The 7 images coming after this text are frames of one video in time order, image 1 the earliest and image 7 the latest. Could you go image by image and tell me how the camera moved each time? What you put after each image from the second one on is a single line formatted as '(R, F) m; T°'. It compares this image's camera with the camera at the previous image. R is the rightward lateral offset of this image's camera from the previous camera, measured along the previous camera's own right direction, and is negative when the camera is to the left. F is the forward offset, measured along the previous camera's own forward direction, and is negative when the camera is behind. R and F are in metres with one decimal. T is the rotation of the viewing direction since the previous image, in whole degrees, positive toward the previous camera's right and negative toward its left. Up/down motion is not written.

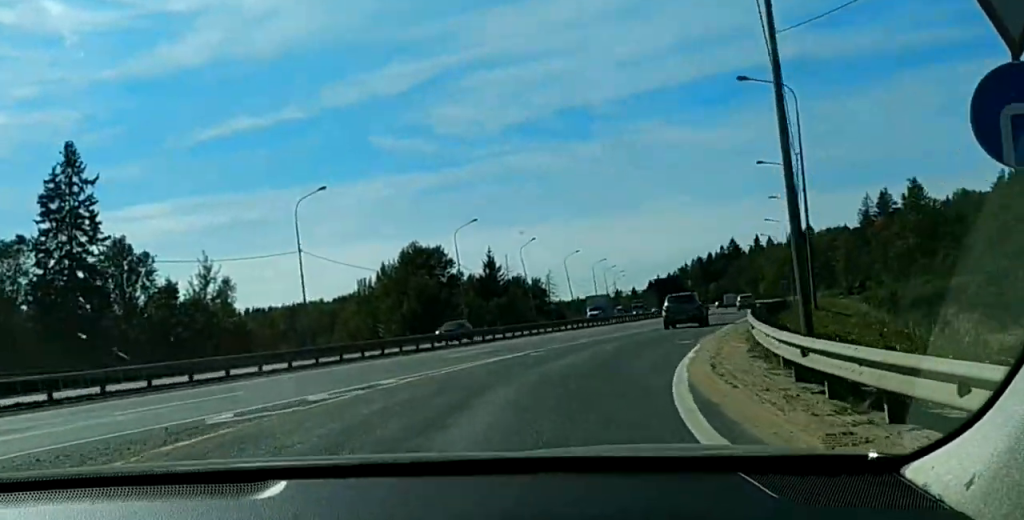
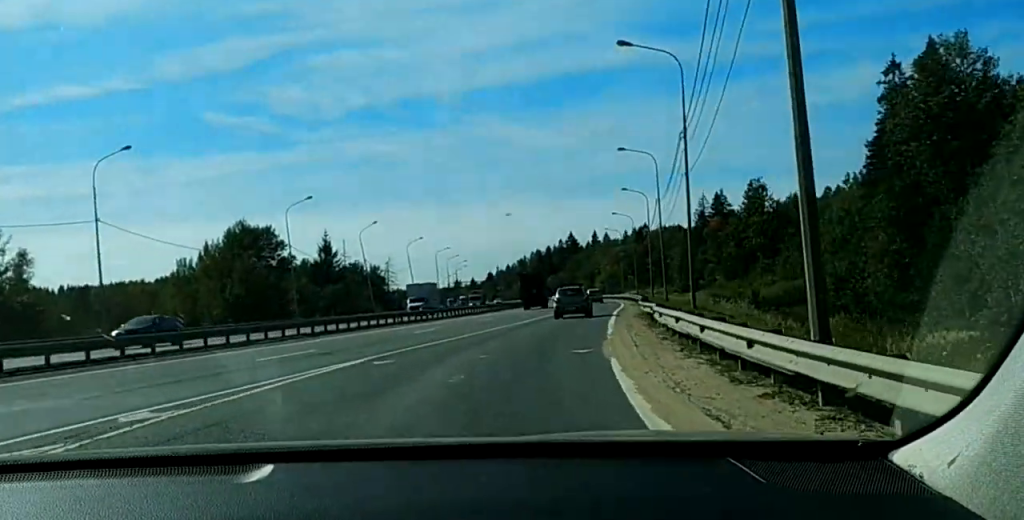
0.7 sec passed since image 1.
(+0.9, +7.1) m; +7°
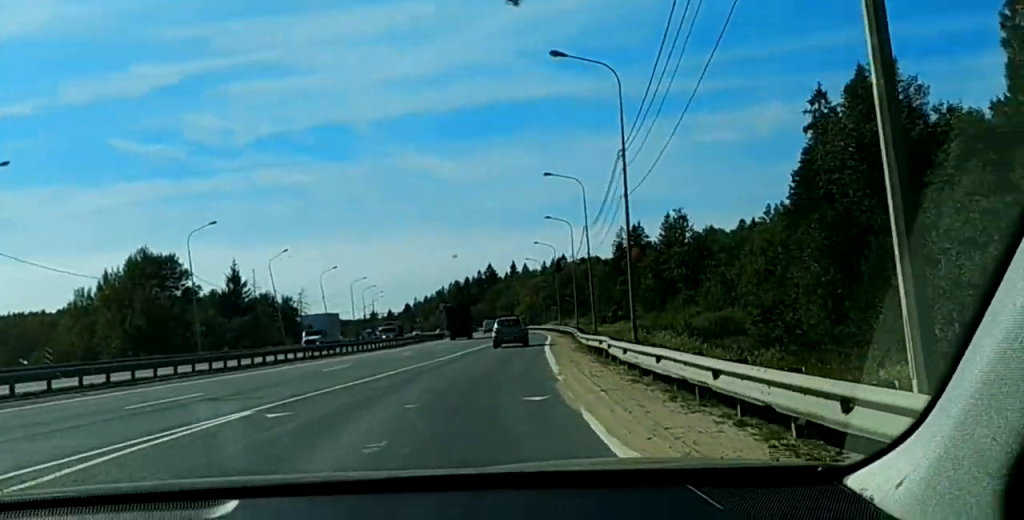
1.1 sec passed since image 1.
(+0.1, +4.0) m; +3°
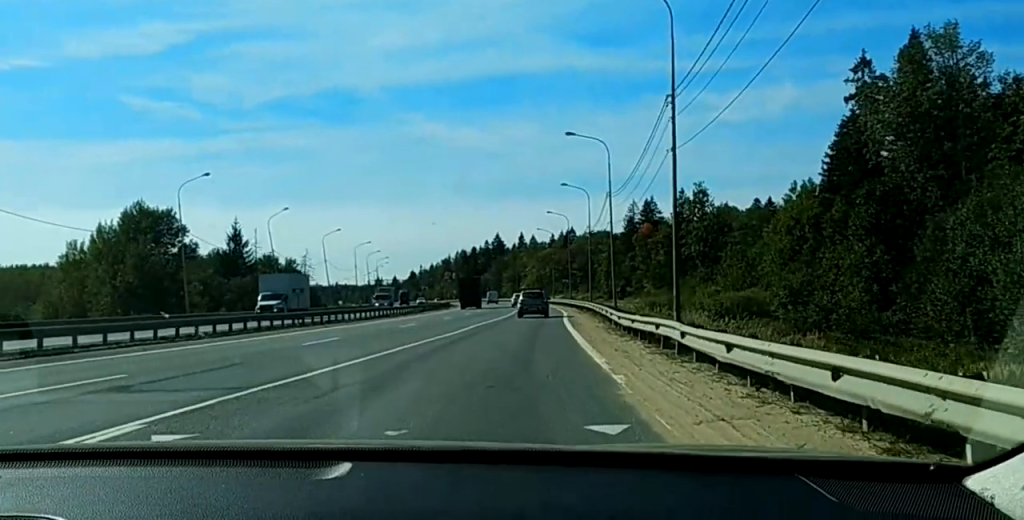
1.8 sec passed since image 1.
(+0.1, +6.5) m; +4°
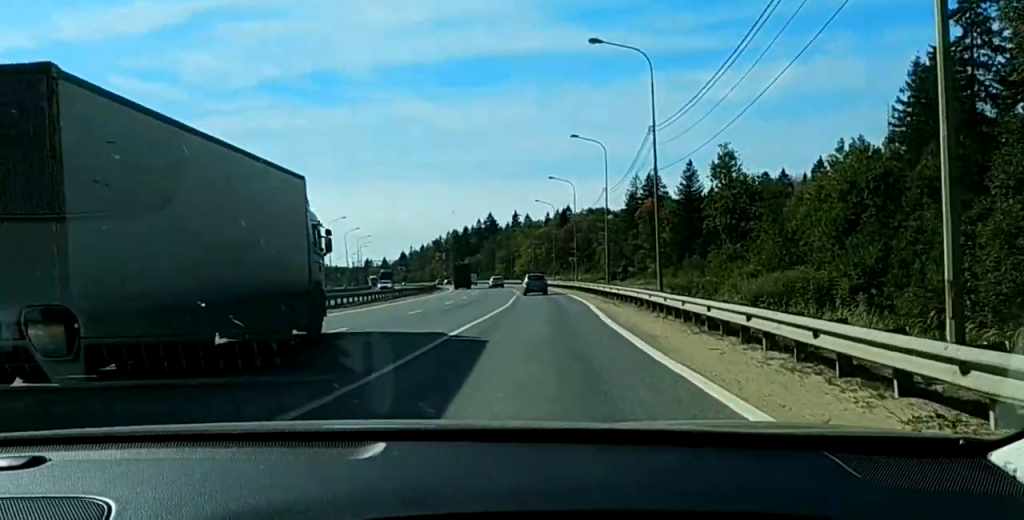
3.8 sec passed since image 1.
(+1.2, +26.7) m; 0°
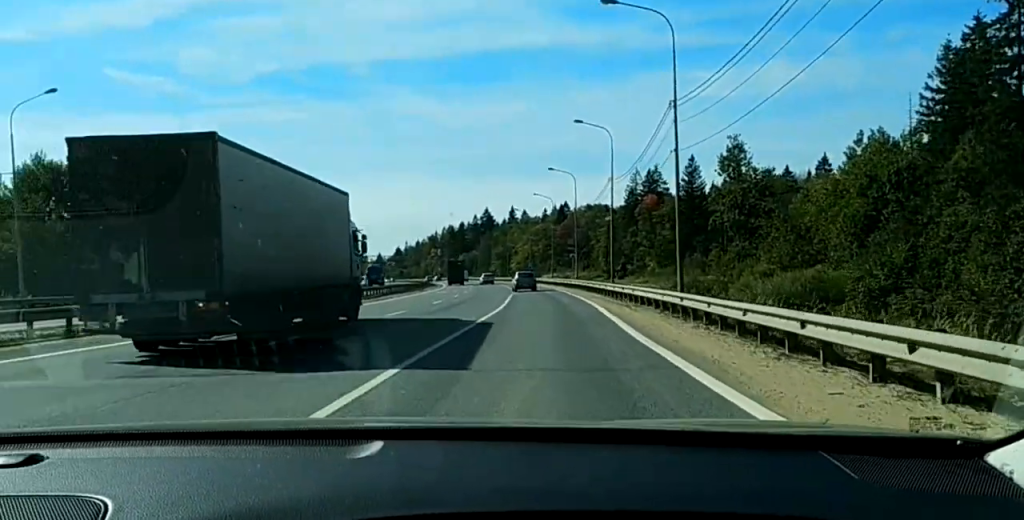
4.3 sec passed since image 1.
(-0.2, +9.8) m; -2°
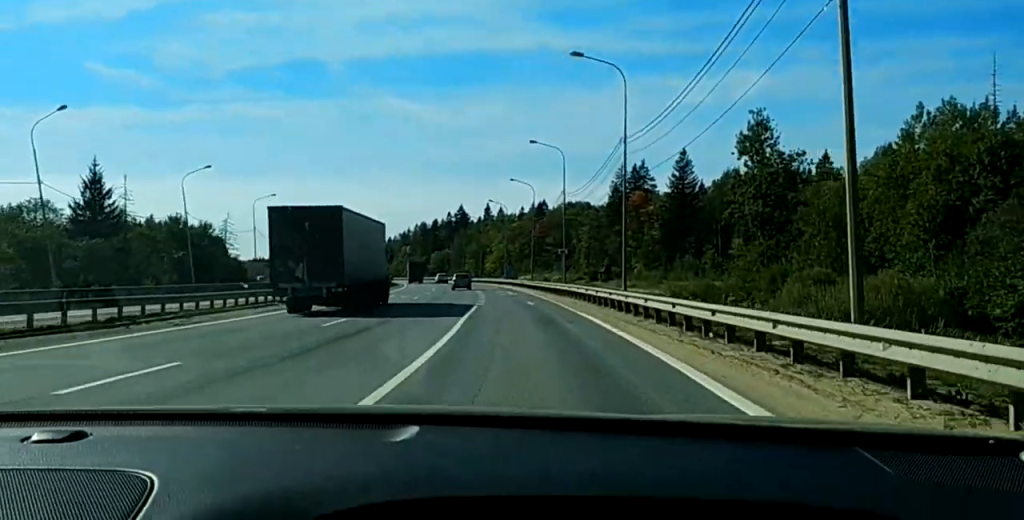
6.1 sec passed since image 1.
(-1.9, +41.2) m; -4°
